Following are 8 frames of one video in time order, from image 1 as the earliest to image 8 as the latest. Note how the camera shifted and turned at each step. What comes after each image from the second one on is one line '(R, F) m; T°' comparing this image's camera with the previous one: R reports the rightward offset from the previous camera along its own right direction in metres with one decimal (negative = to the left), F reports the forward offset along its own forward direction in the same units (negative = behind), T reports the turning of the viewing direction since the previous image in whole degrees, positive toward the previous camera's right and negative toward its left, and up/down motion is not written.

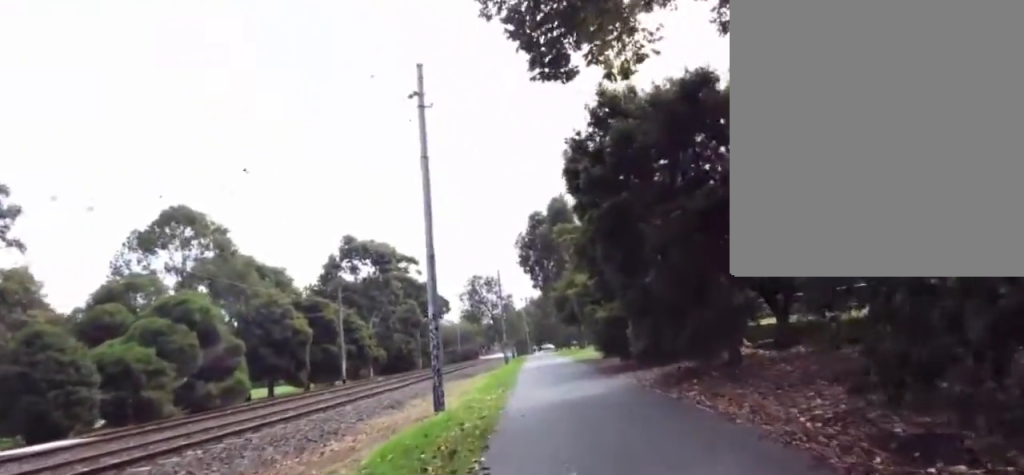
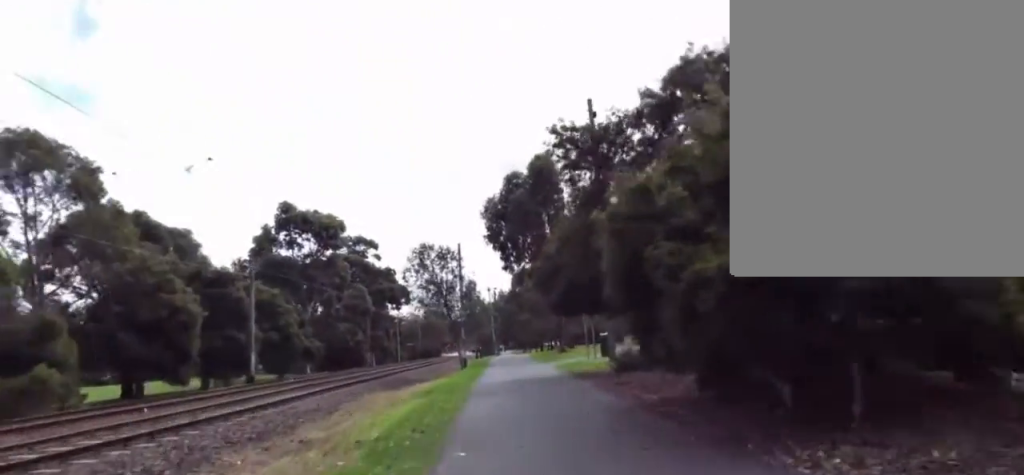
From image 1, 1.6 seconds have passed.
(-0.9, +11.4) m; -4°
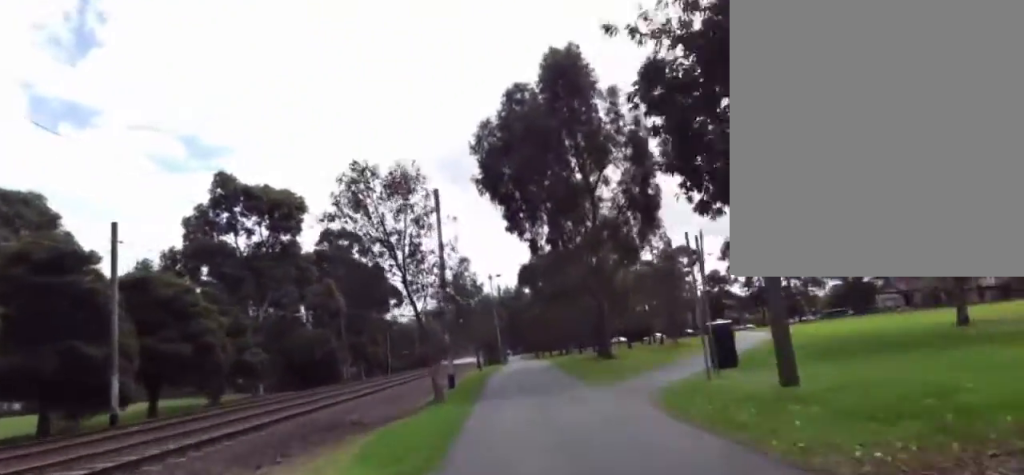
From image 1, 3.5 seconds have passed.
(+1.7, +14.0) m; +8°
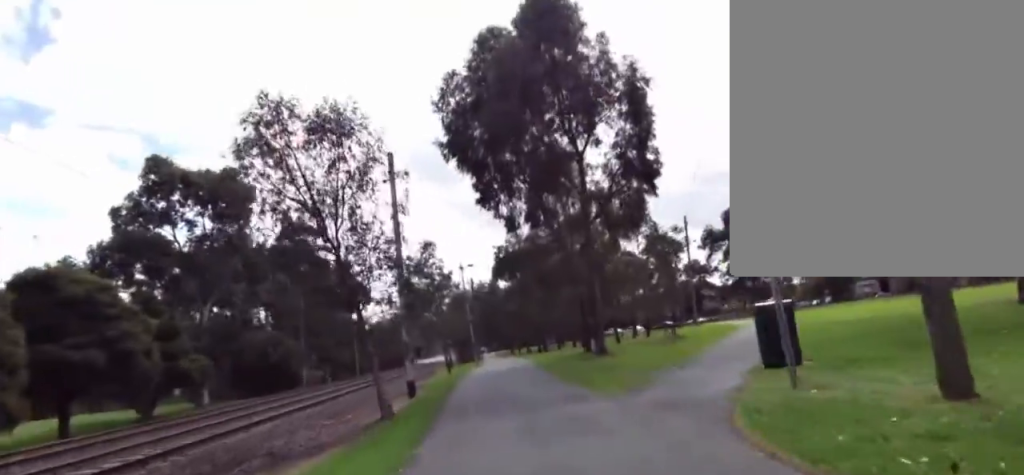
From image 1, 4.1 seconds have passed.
(-0.3, +4.2) m; -2°
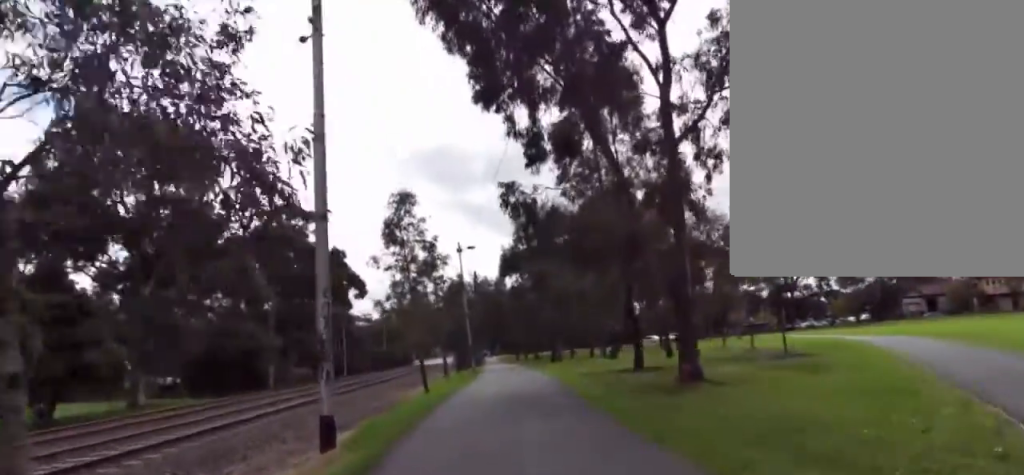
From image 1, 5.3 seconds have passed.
(-0.3, +8.9) m; 0°
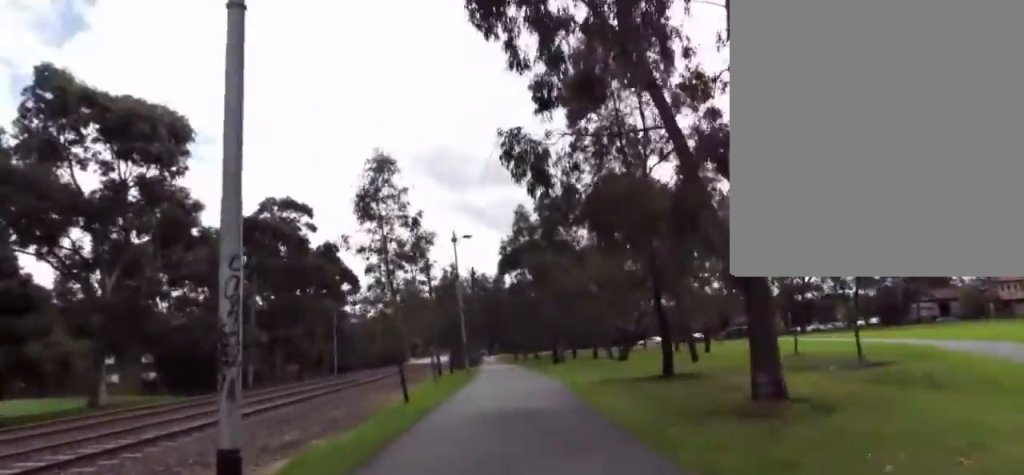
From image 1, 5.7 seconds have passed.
(+0.1, +3.2) m; +1°
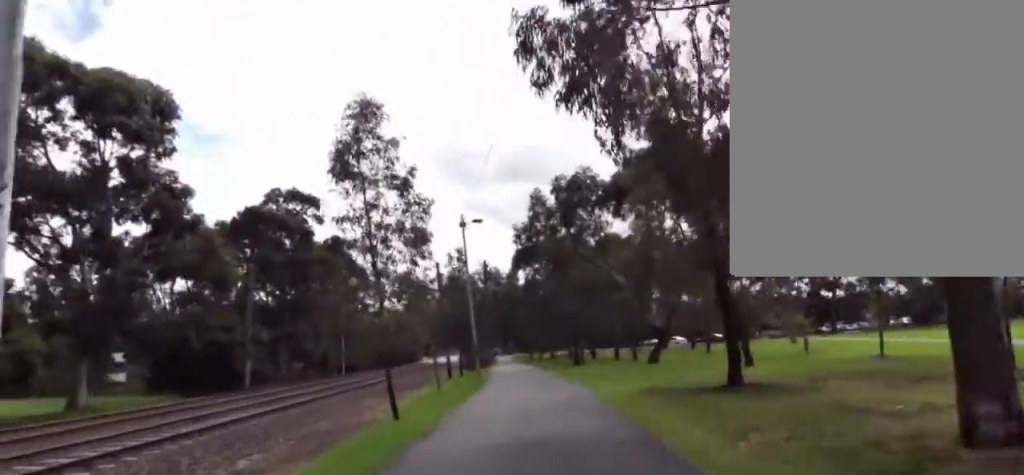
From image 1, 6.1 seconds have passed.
(0.0, +3.3) m; -2°
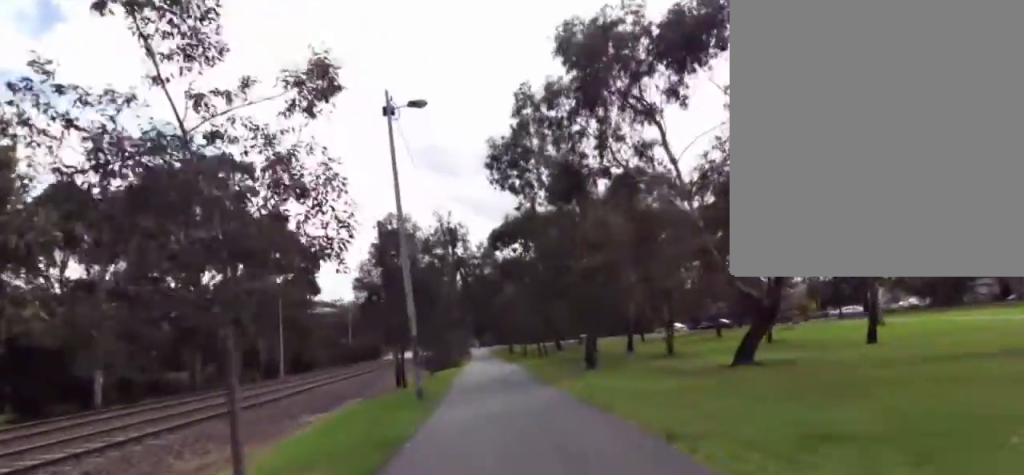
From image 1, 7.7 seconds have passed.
(-0.7, +12.3) m; -5°
